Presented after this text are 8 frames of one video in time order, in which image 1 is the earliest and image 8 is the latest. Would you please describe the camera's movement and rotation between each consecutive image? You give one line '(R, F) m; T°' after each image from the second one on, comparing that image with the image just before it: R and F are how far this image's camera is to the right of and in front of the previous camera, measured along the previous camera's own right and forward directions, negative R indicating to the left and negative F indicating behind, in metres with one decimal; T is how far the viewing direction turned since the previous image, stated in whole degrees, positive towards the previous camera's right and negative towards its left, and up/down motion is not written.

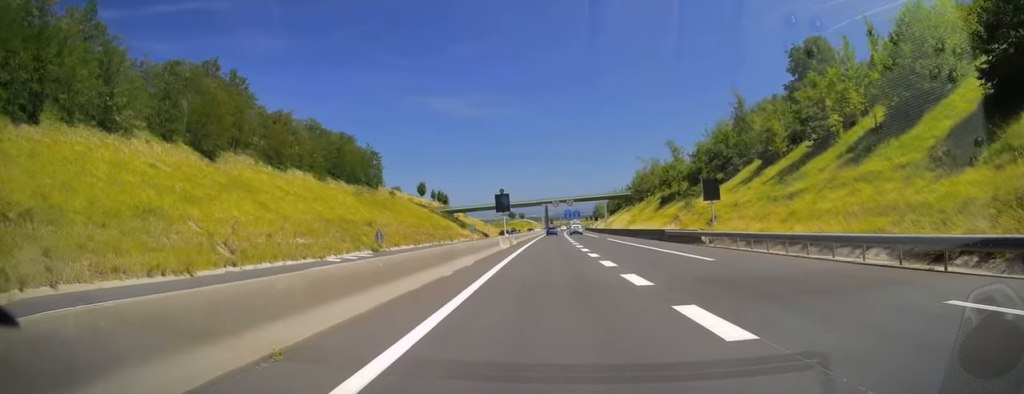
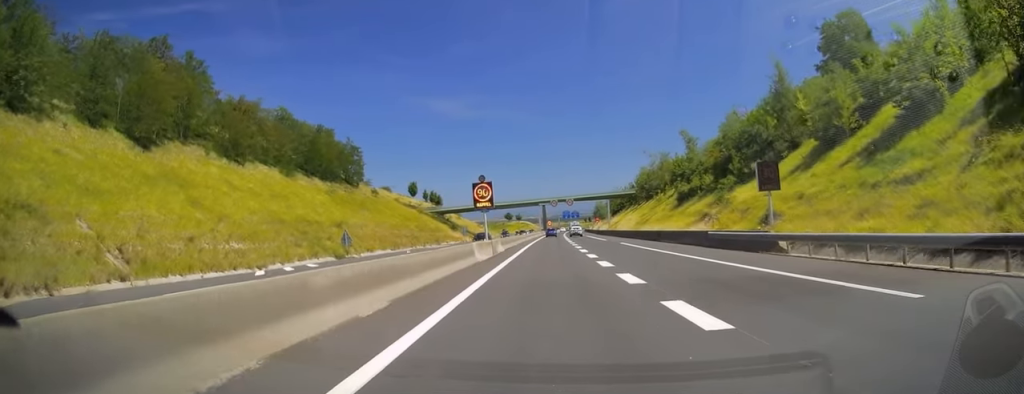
(0.0, +12.3) m; 0°
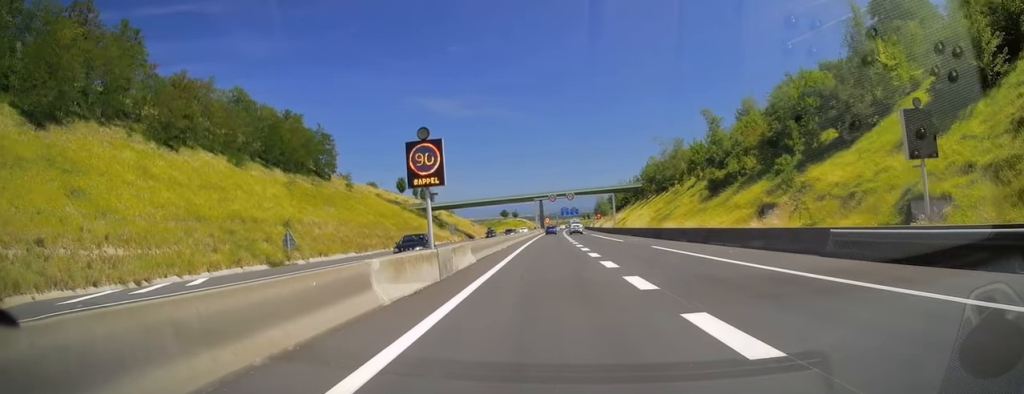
(+0.2, +14.8) m; 0°
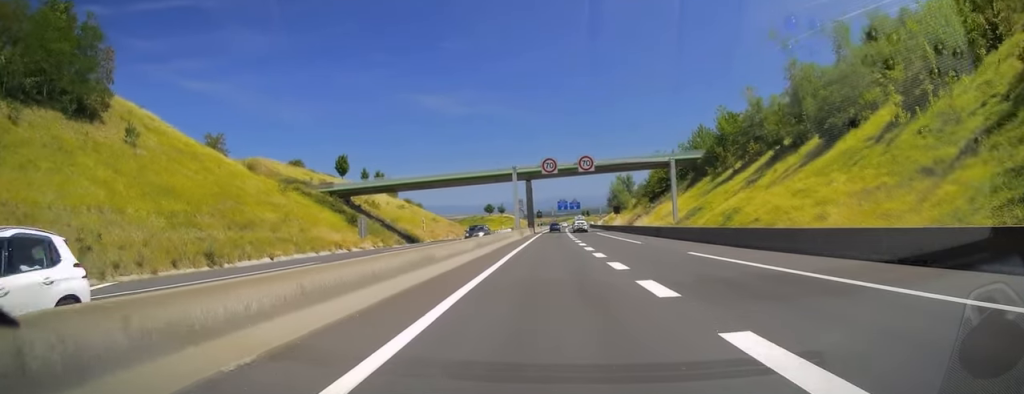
(+0.6, +60.6) m; +1°
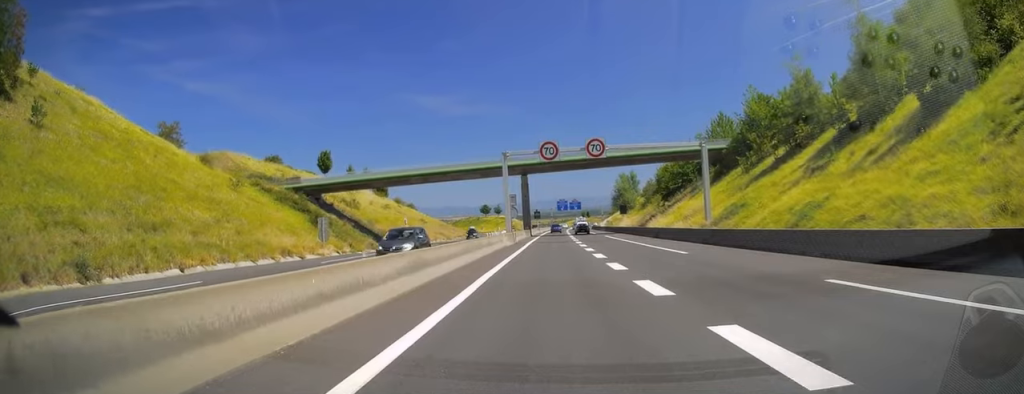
(0.0, +12.7) m; 0°
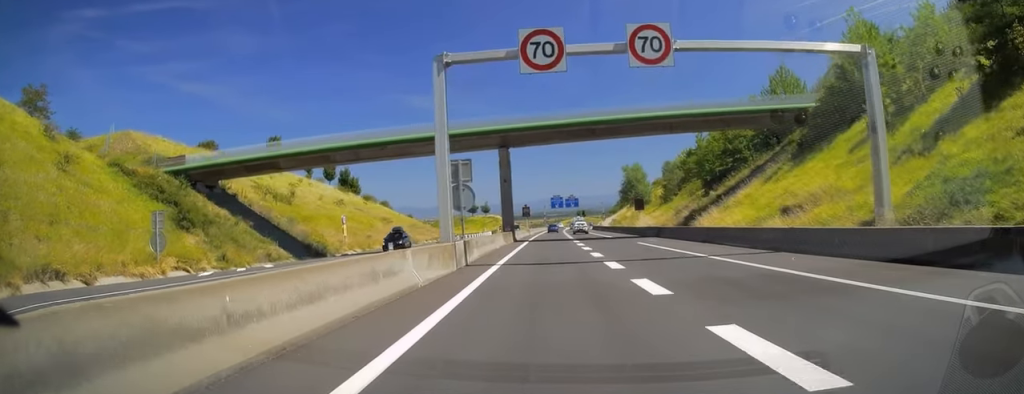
(-0.2, +27.4) m; 0°
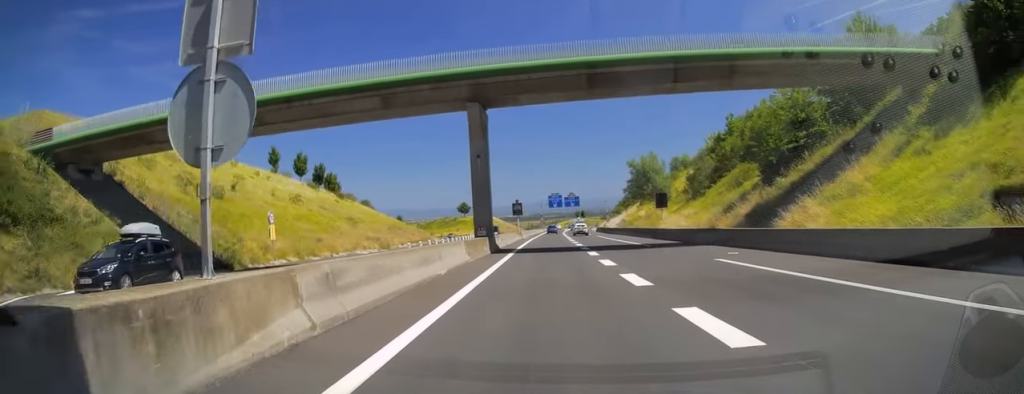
(+0.2, +18.7) m; +1°
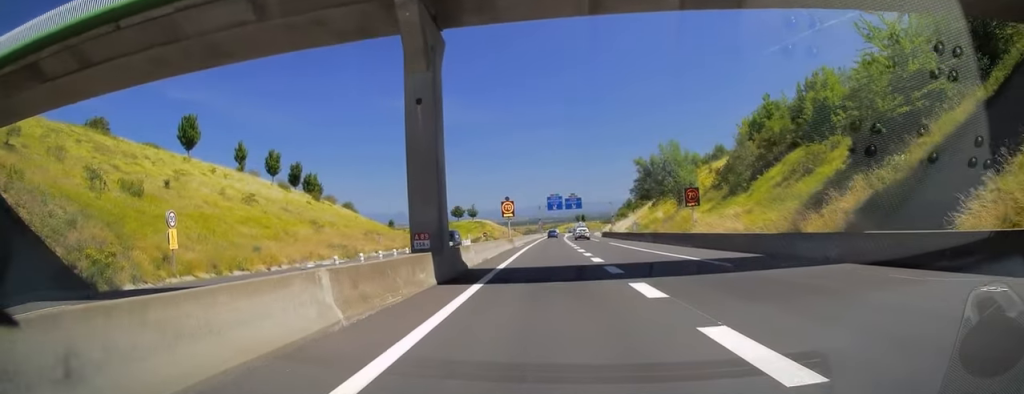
(+0.1, +14.9) m; 0°
